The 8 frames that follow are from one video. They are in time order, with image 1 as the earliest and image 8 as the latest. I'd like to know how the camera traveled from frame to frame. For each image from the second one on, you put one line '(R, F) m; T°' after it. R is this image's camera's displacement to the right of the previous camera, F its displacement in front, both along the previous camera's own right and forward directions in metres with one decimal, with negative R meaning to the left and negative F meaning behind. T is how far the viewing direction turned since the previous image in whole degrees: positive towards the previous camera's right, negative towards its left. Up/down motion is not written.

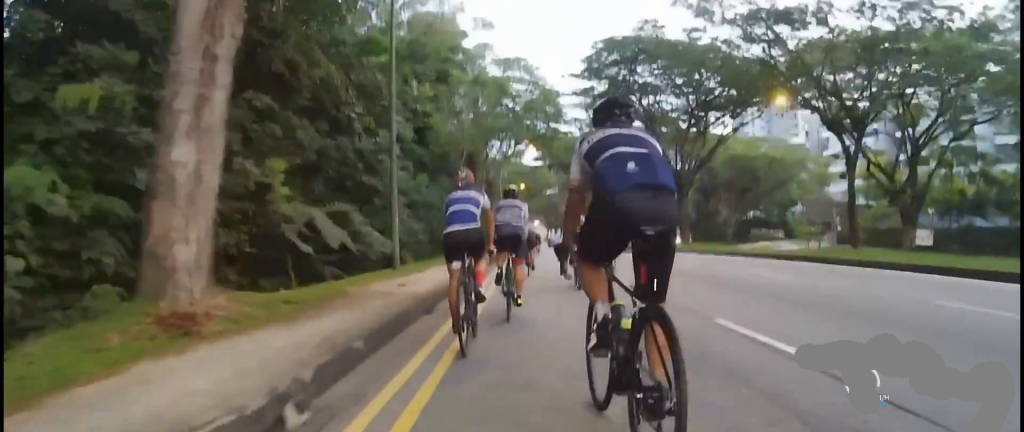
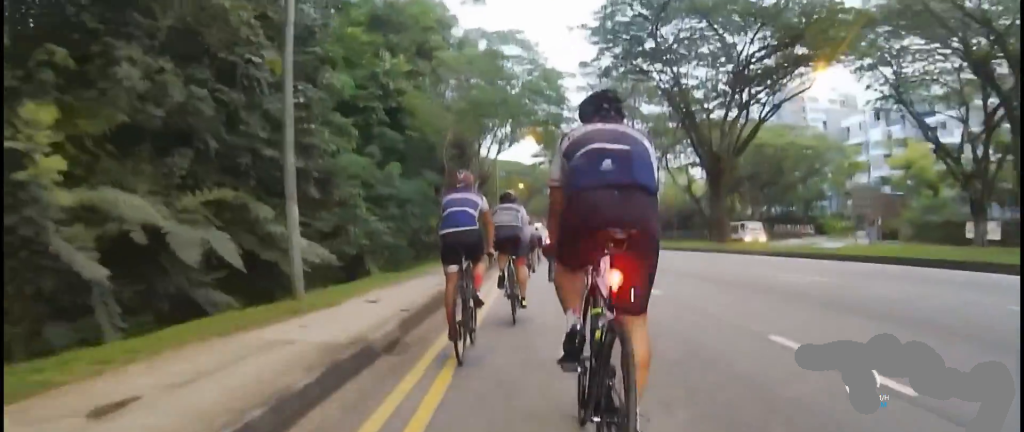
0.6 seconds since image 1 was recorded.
(+0.4, +6.6) m; +3°
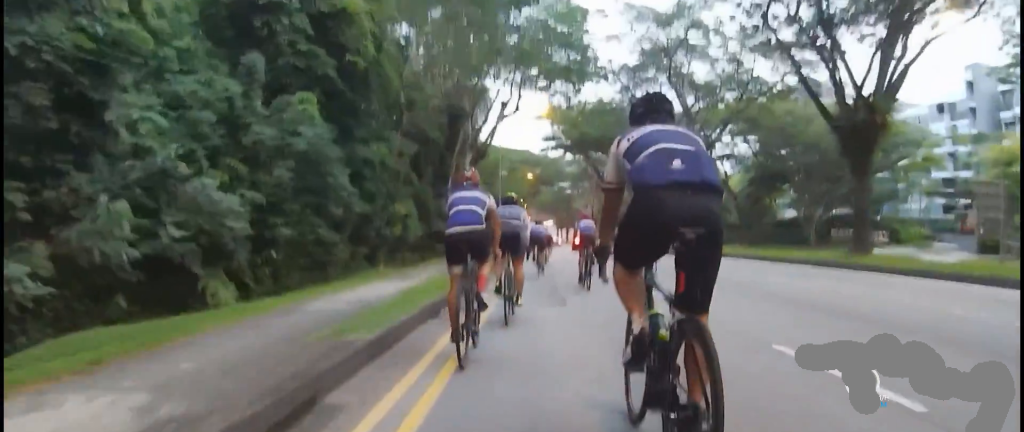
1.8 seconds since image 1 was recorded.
(+0.1, +11.9) m; +8°
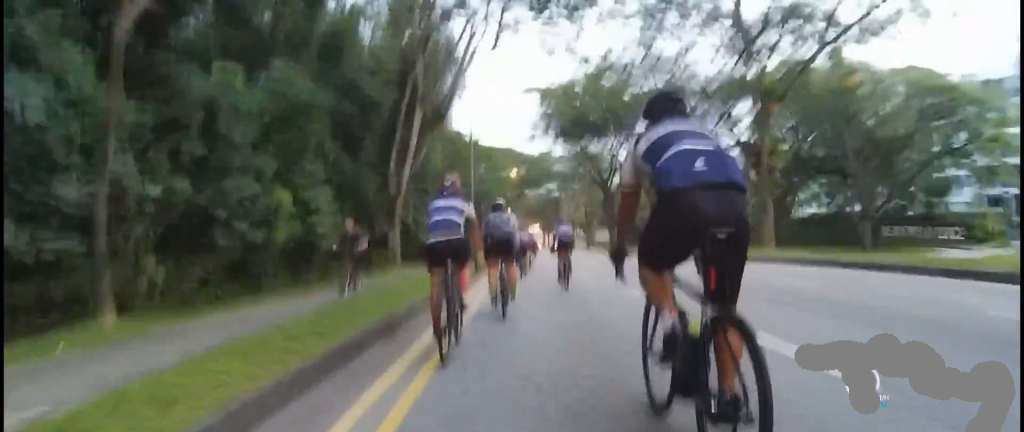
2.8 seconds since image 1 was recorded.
(+1.2, +10.9) m; 0°
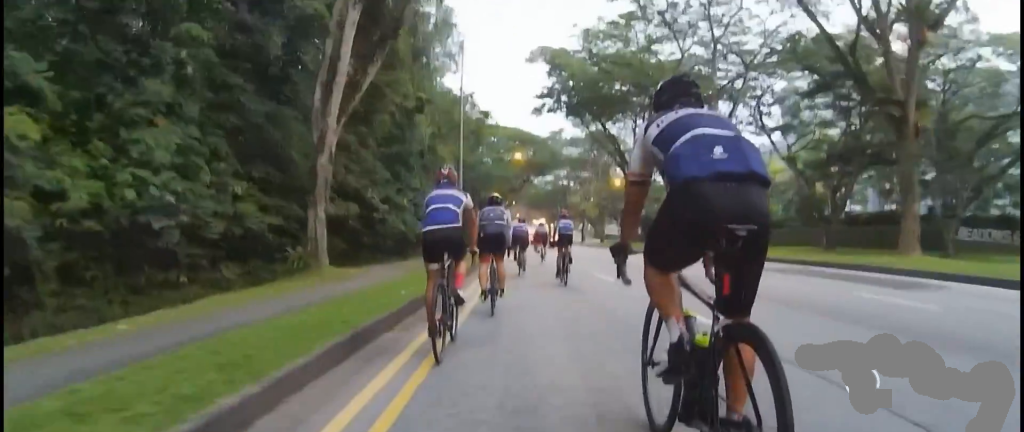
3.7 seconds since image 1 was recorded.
(-1.1, +8.5) m; 0°
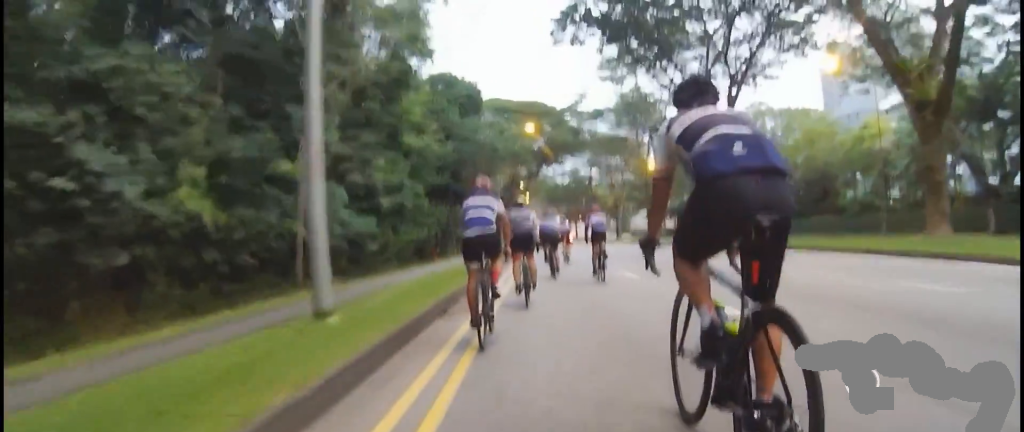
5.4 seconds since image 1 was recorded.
(-0.5, +16.3) m; -4°
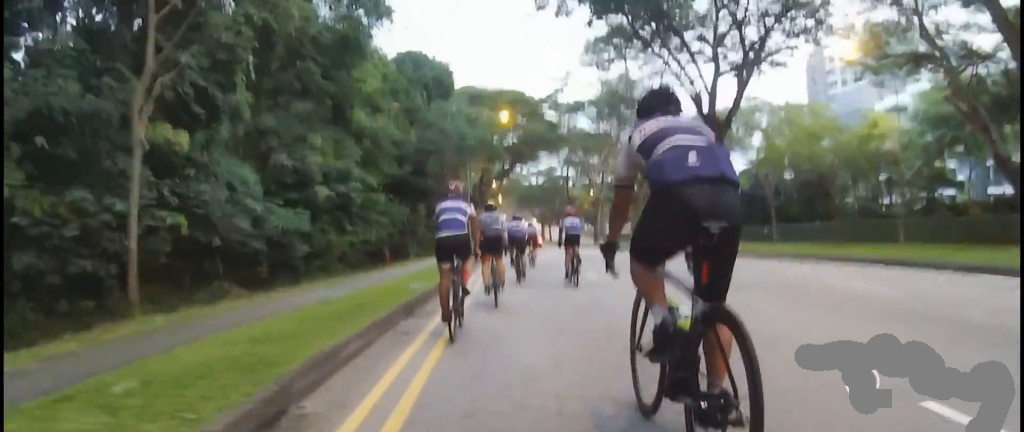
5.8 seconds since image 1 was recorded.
(-0.7, +4.4) m; +1°
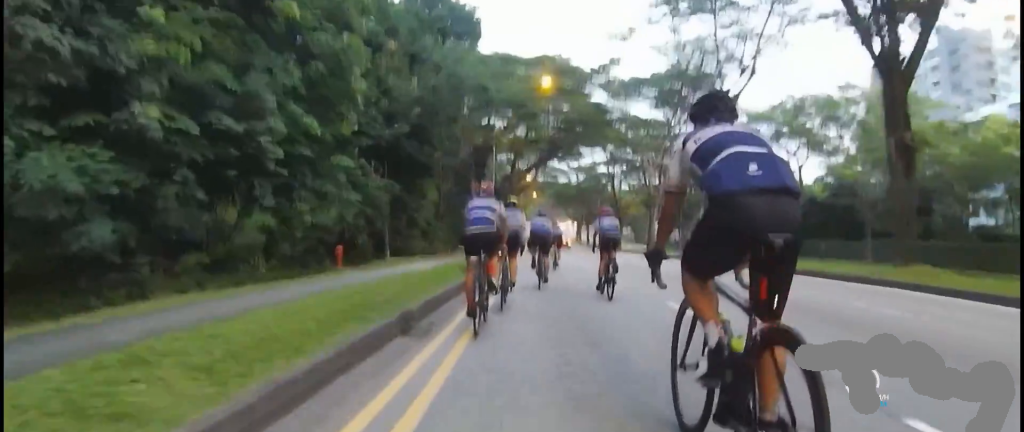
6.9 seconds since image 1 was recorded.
(+2.1, +10.3) m; +9°
